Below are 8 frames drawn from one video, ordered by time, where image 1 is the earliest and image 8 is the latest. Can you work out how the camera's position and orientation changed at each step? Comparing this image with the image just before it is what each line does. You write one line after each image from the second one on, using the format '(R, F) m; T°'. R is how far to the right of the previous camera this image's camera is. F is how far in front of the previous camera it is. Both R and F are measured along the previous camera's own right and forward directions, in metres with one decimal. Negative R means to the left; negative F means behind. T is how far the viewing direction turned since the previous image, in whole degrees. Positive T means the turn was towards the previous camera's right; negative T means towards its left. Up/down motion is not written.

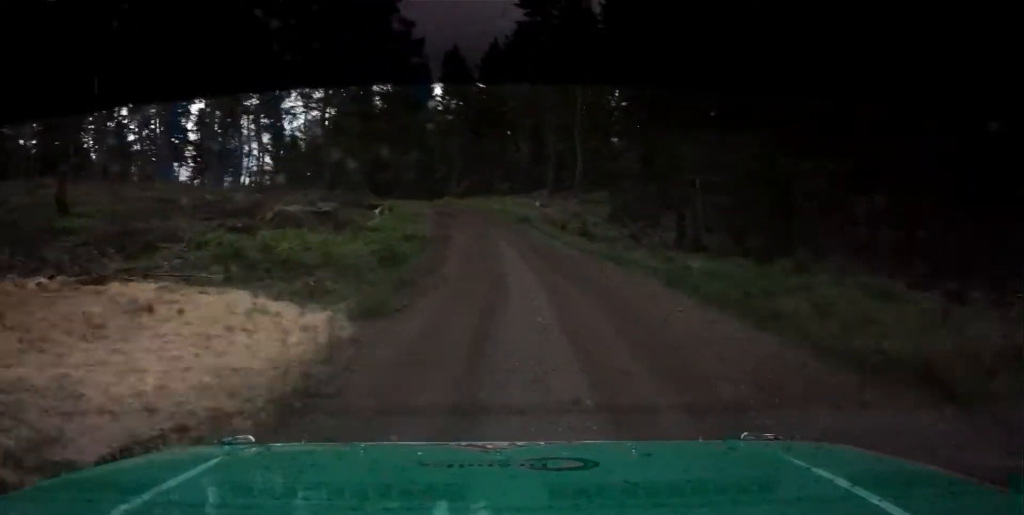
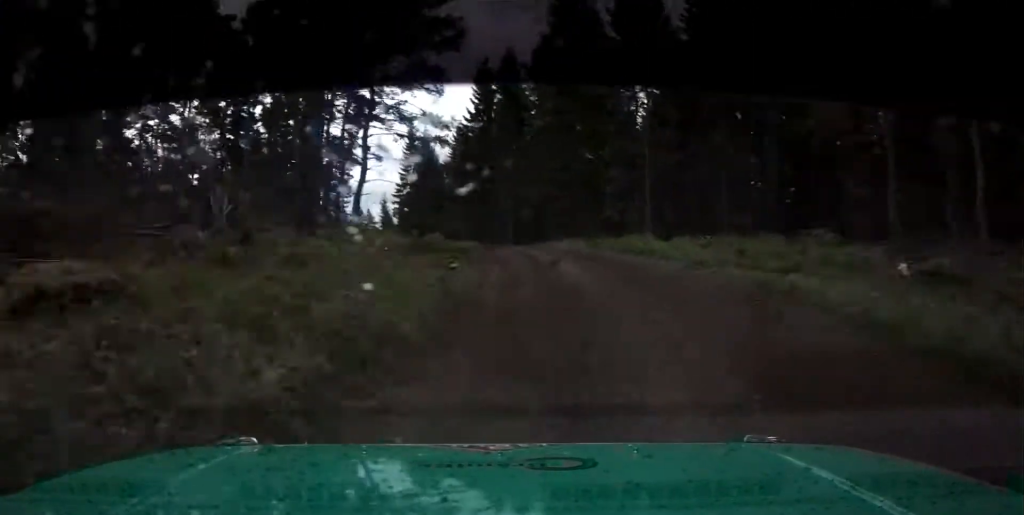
(-2.8, +39.8) m; -10°
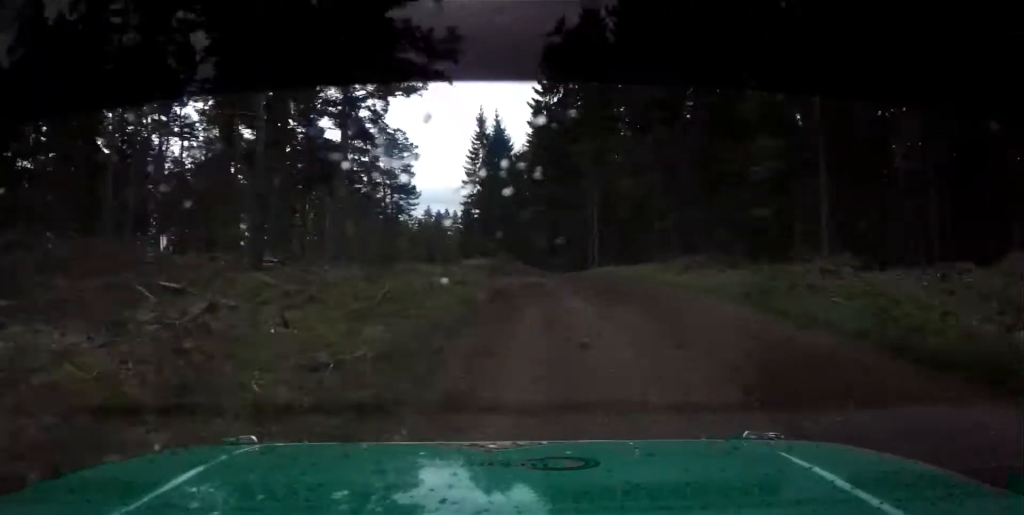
(-0.9, +17.6) m; -6°
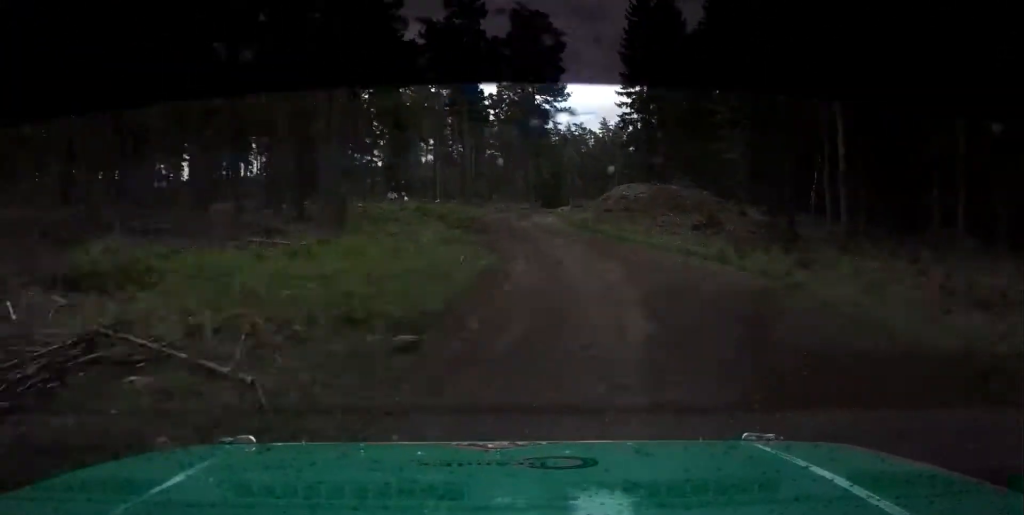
(-1.8, +24.8) m; -9°
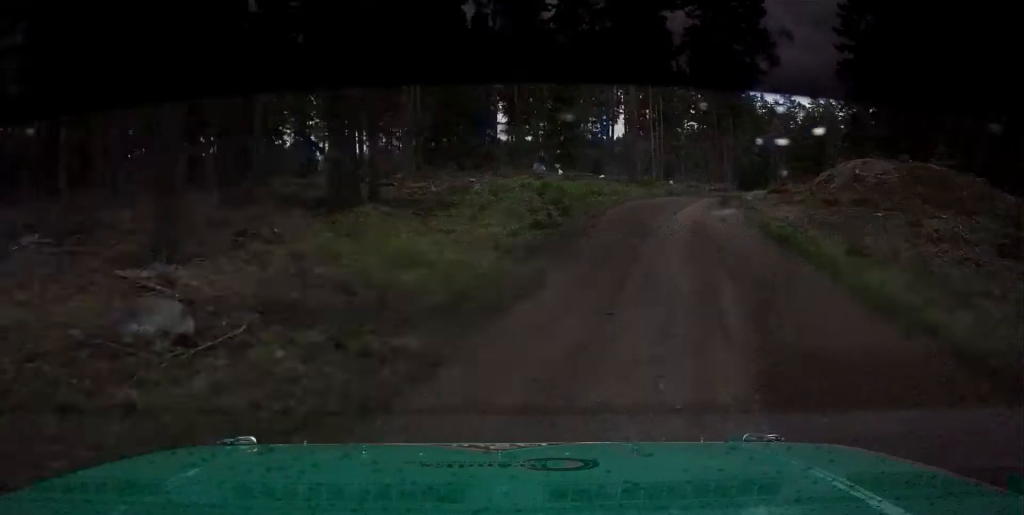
(-1.0, +18.2) m; -6°
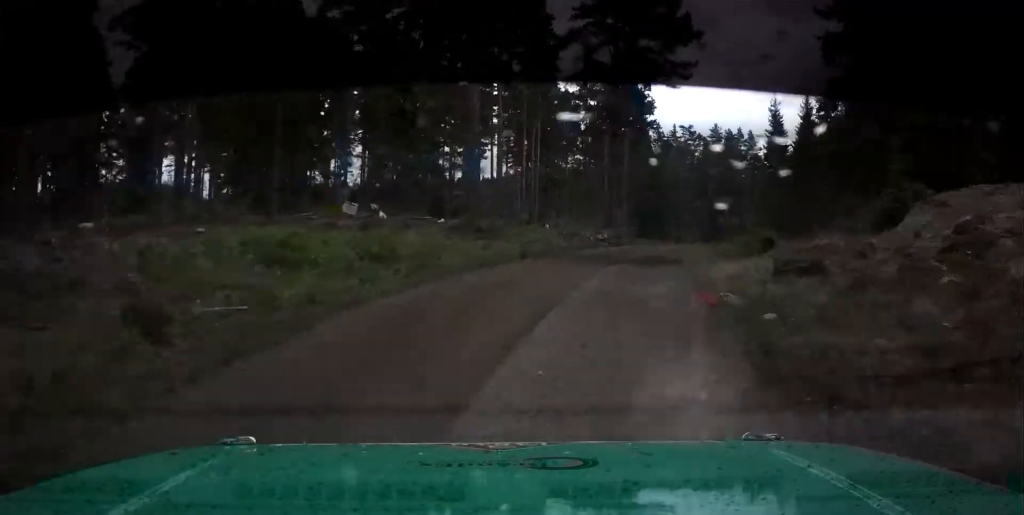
(-1.3, +17.4) m; 0°
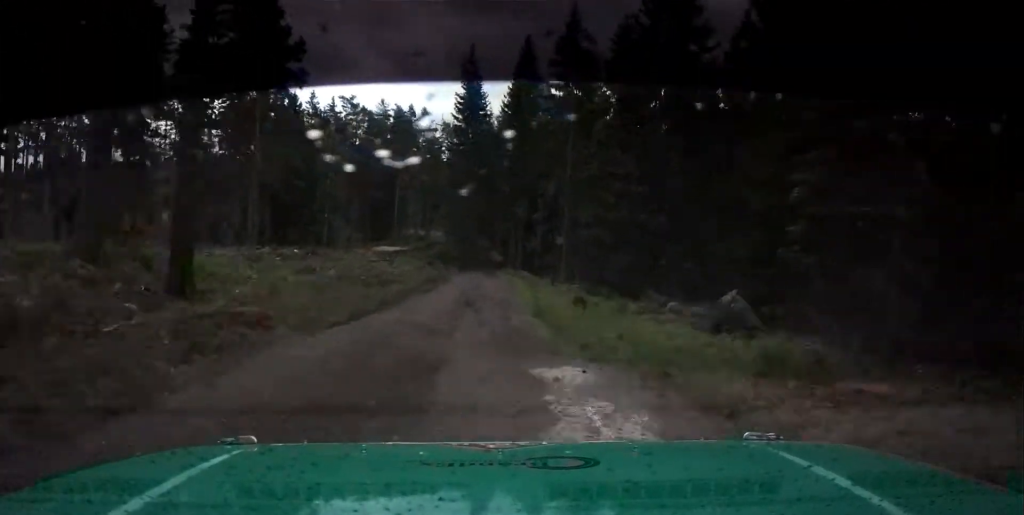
(+2.8, +30.2) m; +9°
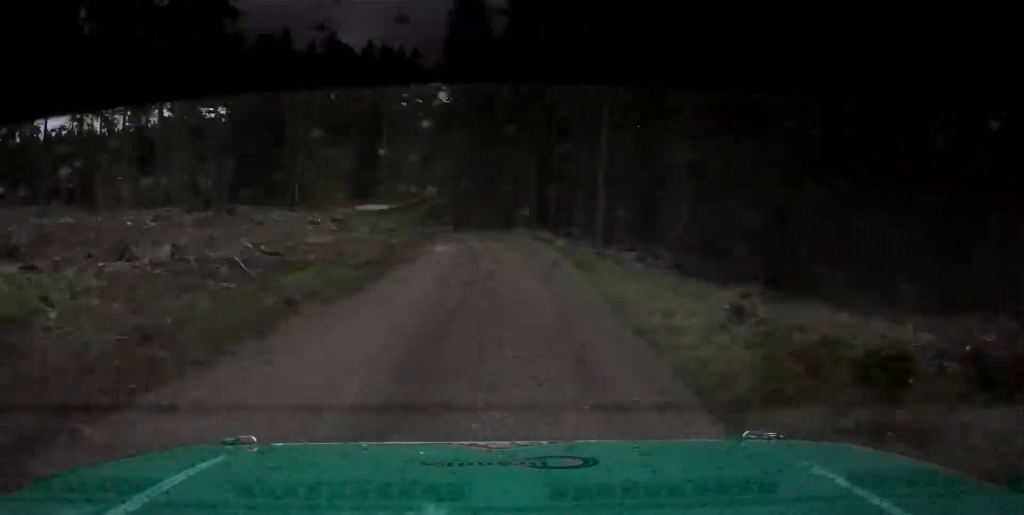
(+0.6, +15.5) m; +1°
